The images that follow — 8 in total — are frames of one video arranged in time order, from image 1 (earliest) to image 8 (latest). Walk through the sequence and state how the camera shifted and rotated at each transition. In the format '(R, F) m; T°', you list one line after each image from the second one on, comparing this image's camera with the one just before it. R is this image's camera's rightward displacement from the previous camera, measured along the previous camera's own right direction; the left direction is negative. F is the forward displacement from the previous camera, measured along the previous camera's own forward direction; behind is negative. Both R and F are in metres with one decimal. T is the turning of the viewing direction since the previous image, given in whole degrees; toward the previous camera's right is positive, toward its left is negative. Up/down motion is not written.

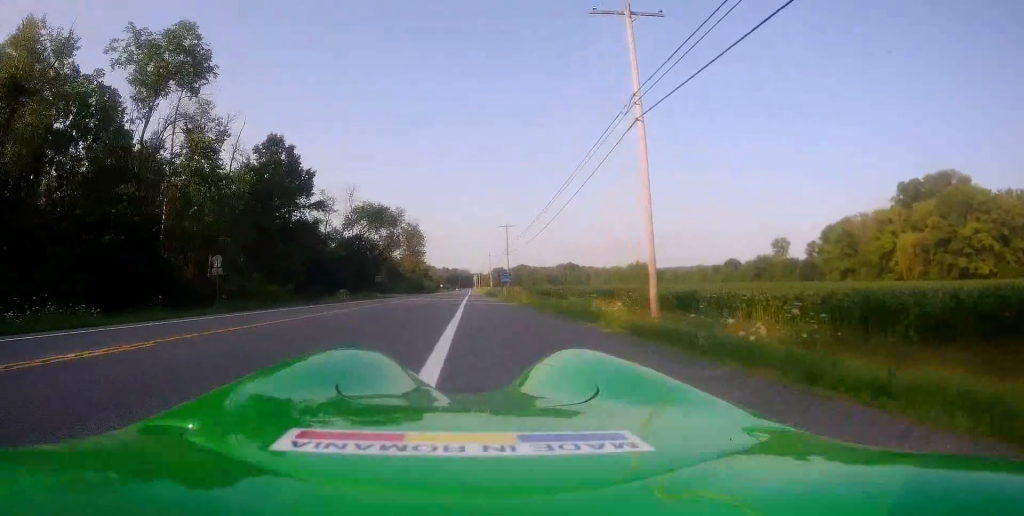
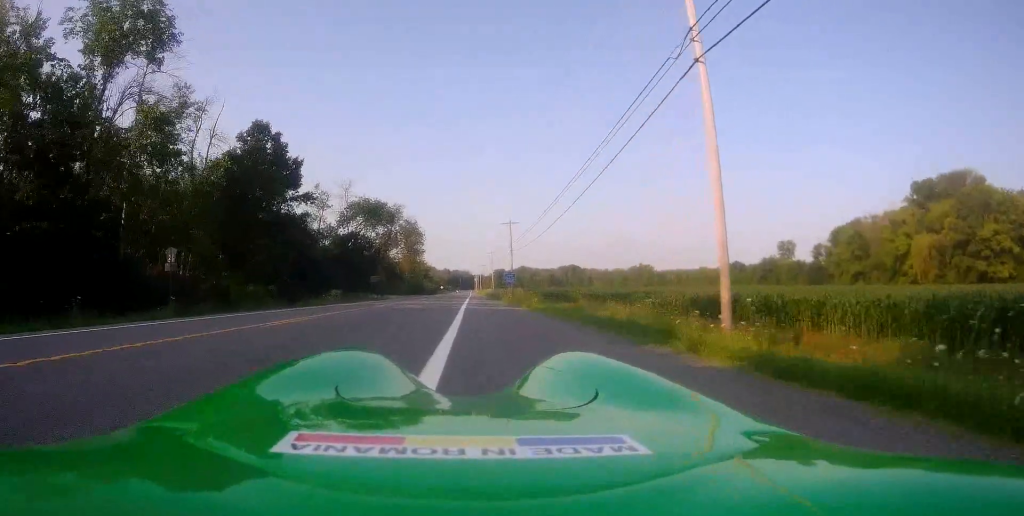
(0.0, +5.1) m; -1°
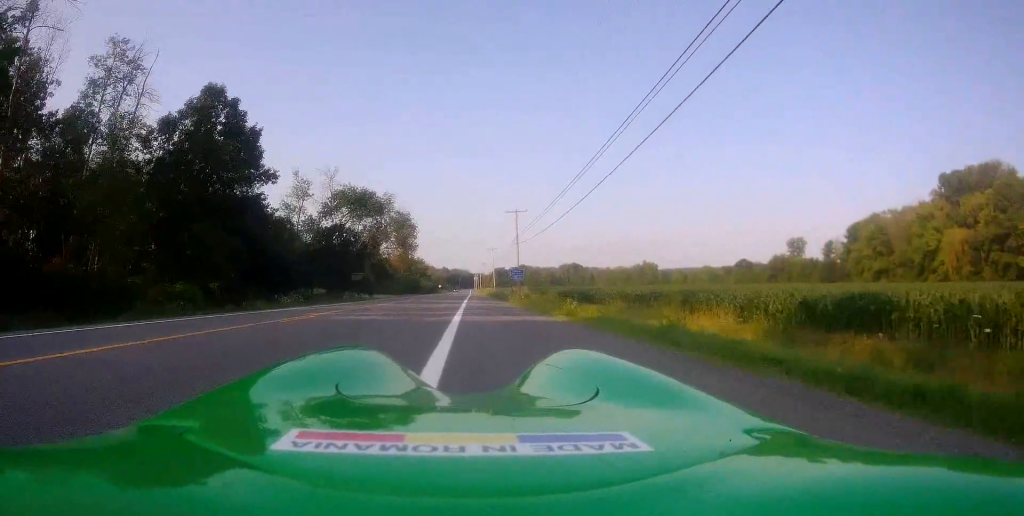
(-0.2, +11.1) m; -1°
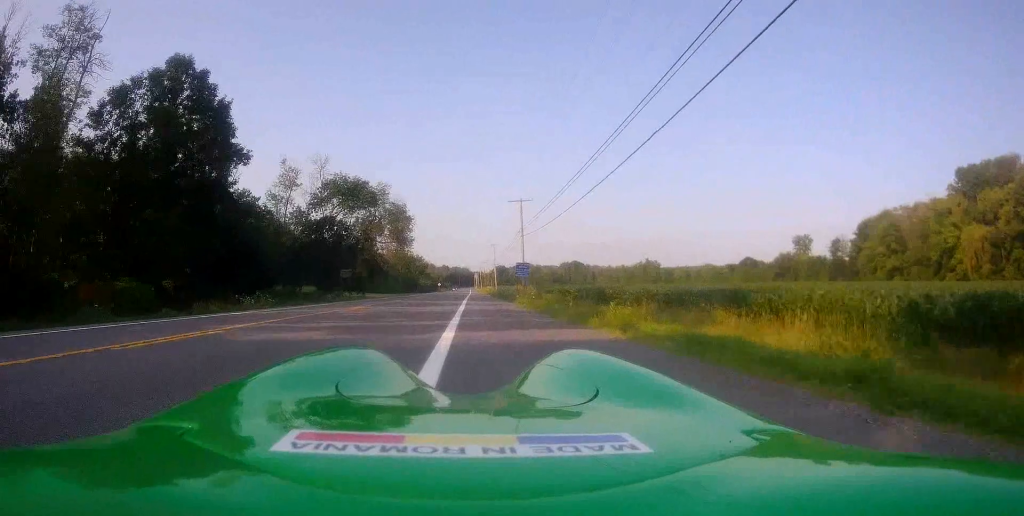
(-0.1, +6.0) m; +1°
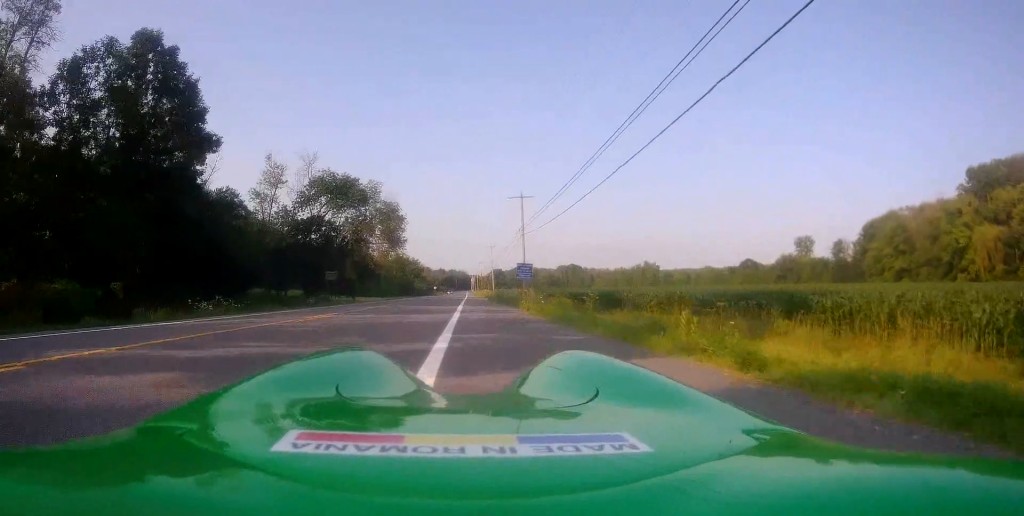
(+0.1, +4.8) m; +1°
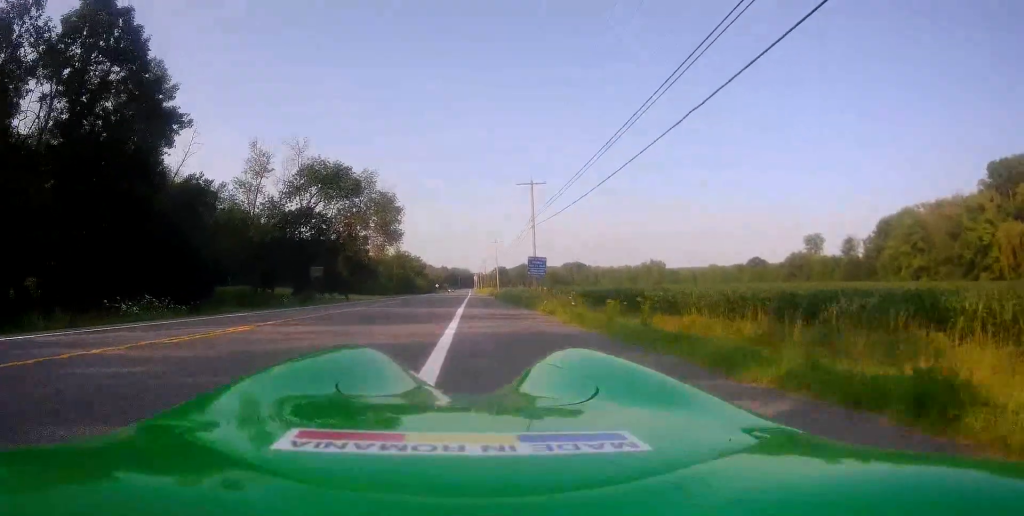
(+0.1, +6.4) m; +1°
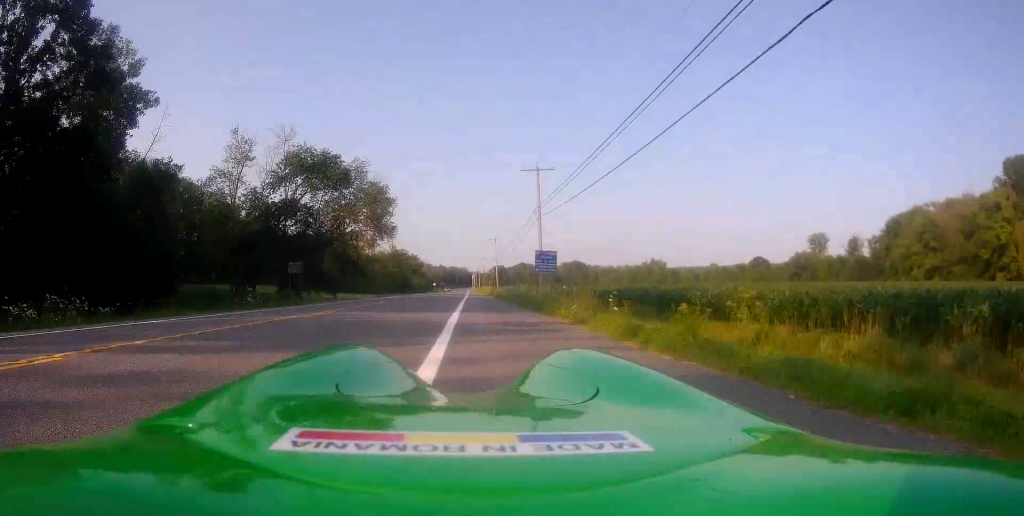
(+0.1, +5.7) m; -2°
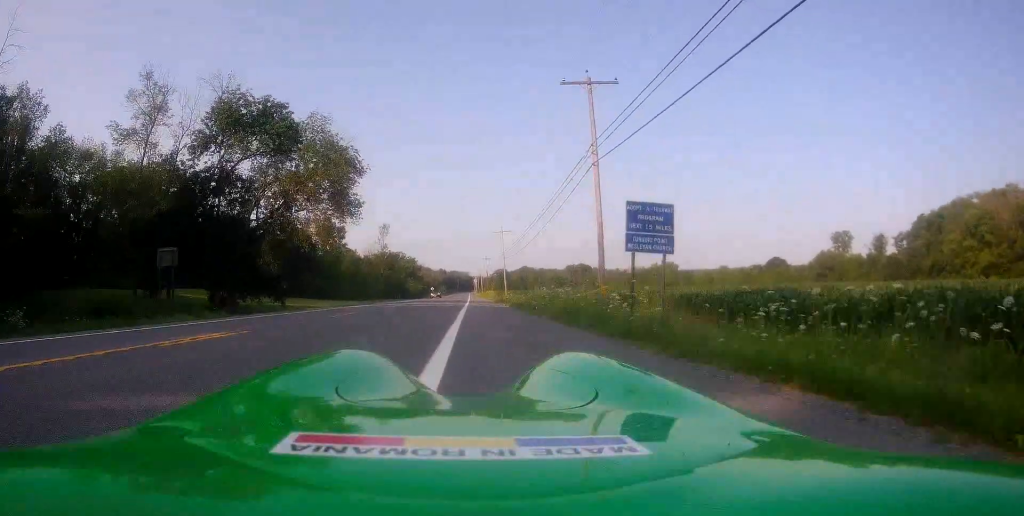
(-0.8, +19.6) m; -1°
